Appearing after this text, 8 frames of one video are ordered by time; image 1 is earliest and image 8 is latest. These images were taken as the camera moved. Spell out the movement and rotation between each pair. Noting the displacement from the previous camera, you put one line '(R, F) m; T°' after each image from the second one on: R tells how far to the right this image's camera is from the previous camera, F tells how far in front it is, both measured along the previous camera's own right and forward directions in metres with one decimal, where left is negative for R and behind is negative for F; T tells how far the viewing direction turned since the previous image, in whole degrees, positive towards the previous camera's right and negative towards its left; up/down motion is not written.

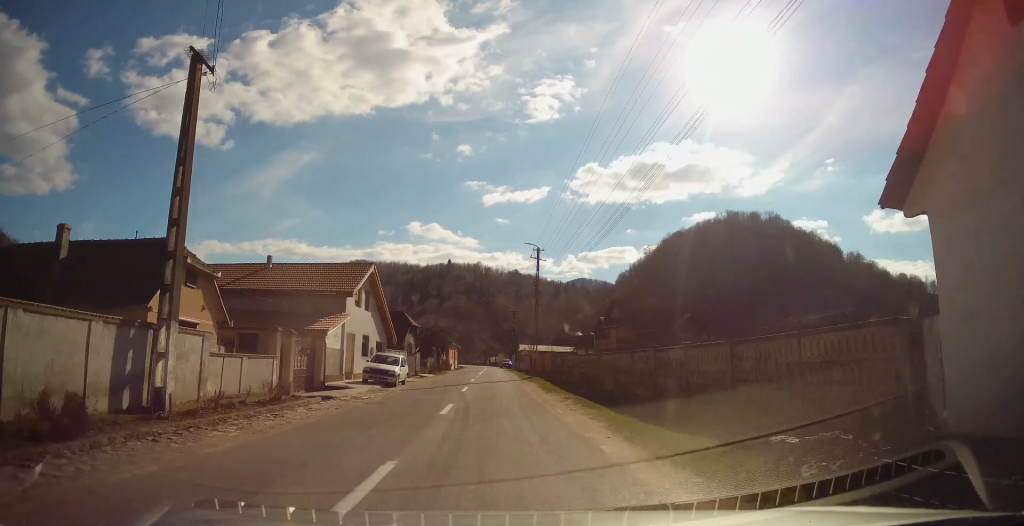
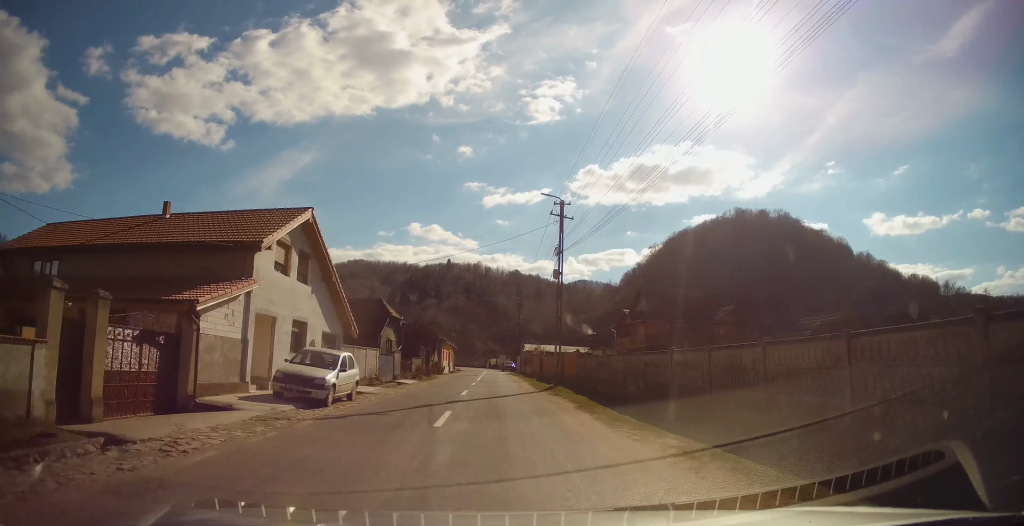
(0.0, +11.2) m; +1°
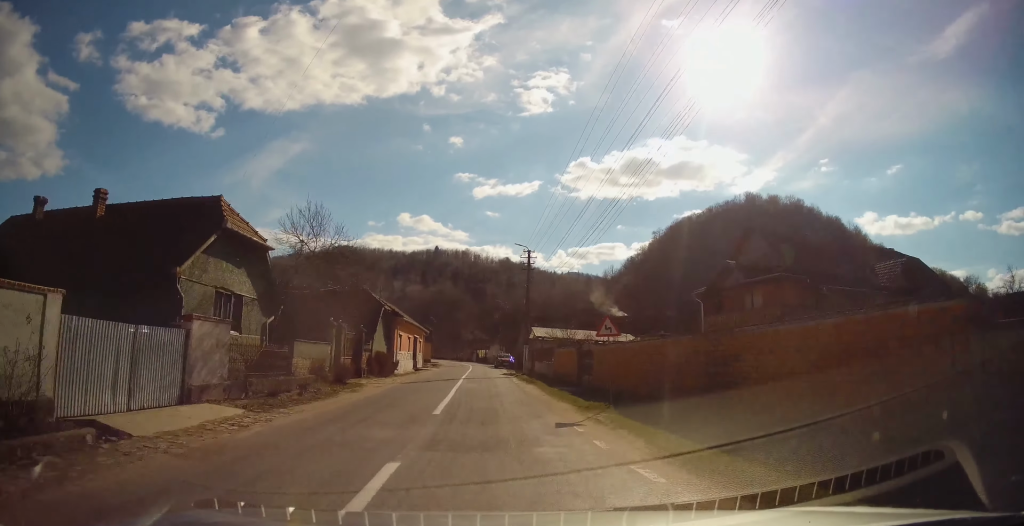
(+0.7, +24.8) m; +1°
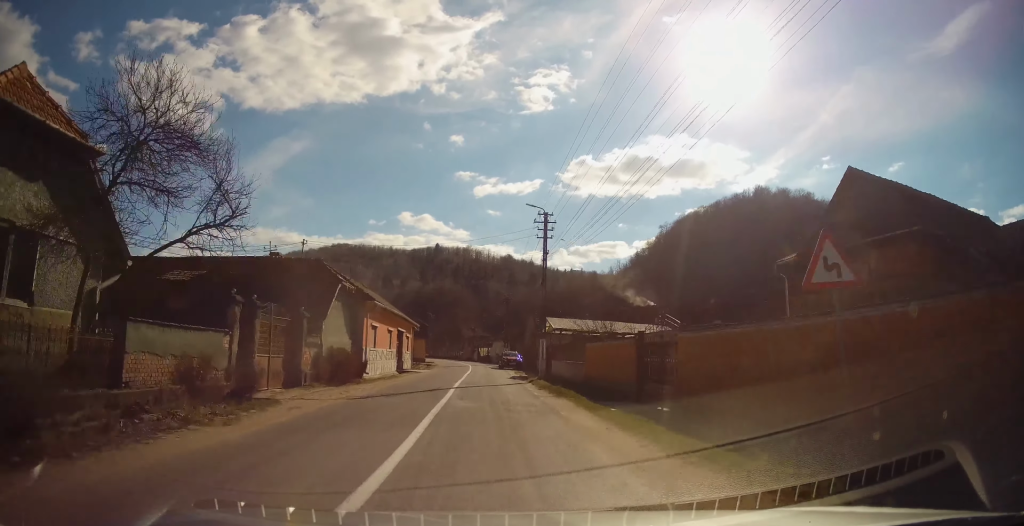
(0.0, +9.4) m; 0°
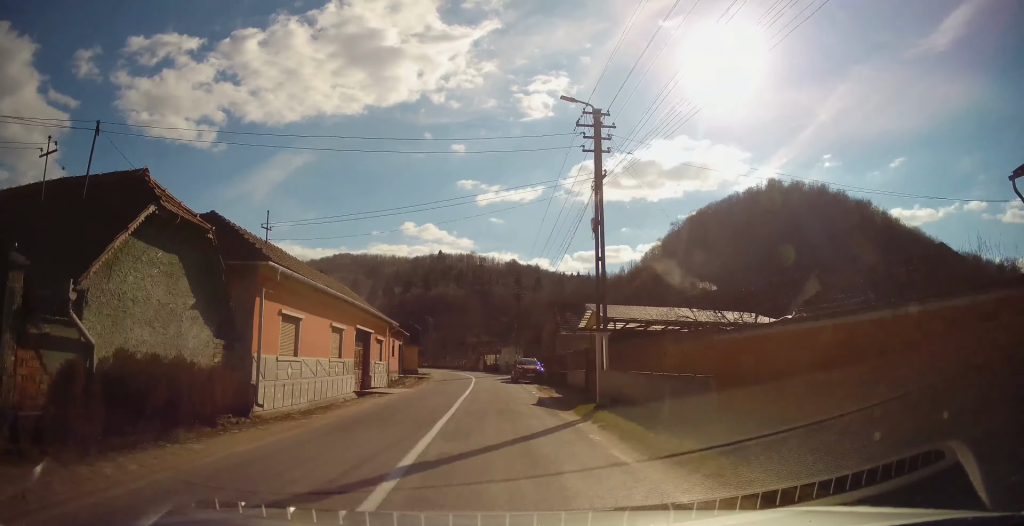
(0.0, +12.7) m; 0°
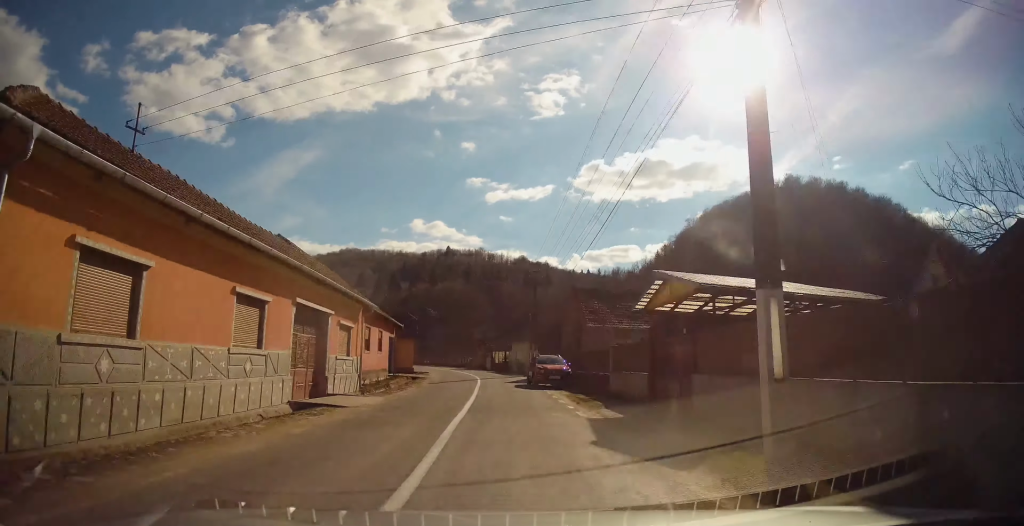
(0.0, +8.3) m; 0°
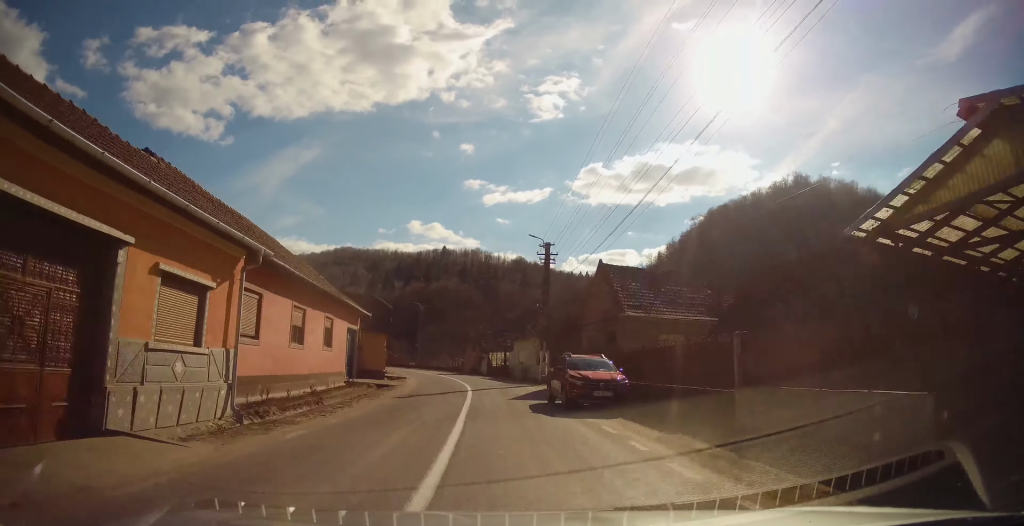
(0.0, +10.8) m; 0°
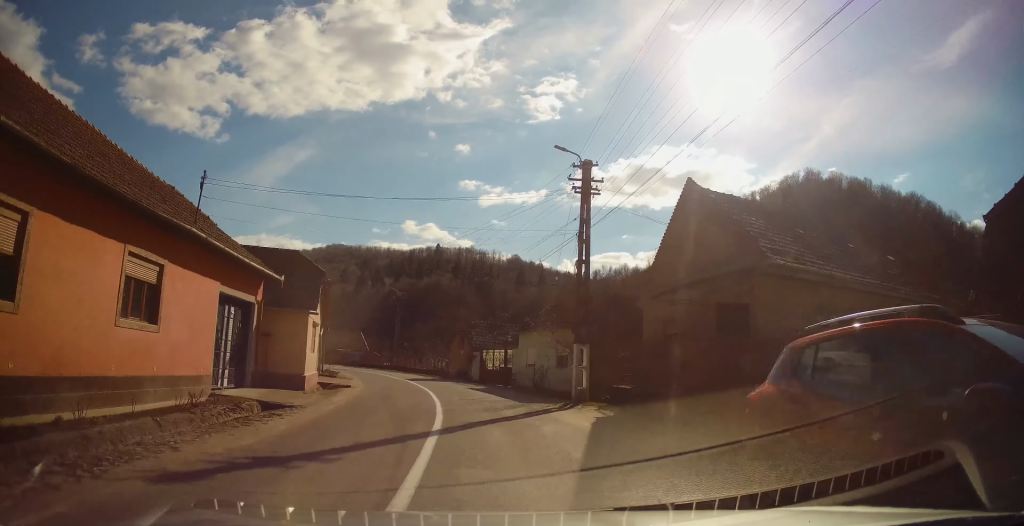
(0.0, +13.7) m; -1°
